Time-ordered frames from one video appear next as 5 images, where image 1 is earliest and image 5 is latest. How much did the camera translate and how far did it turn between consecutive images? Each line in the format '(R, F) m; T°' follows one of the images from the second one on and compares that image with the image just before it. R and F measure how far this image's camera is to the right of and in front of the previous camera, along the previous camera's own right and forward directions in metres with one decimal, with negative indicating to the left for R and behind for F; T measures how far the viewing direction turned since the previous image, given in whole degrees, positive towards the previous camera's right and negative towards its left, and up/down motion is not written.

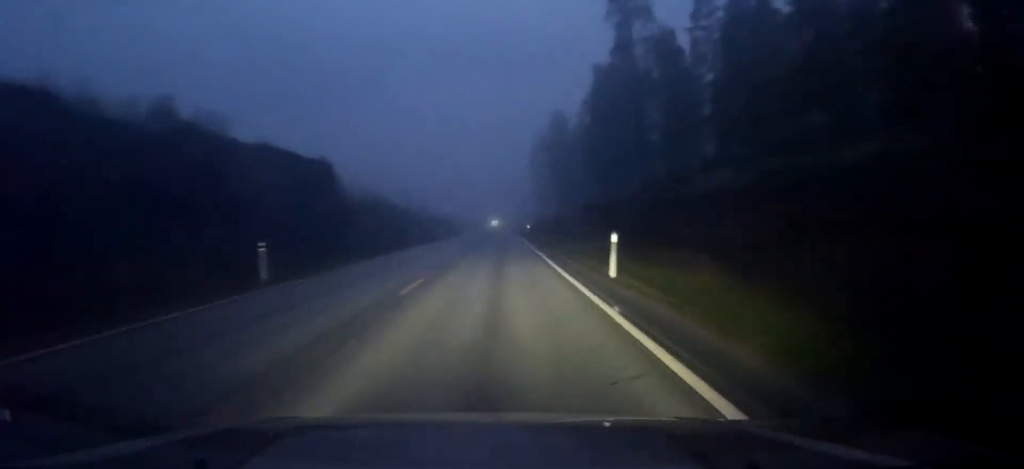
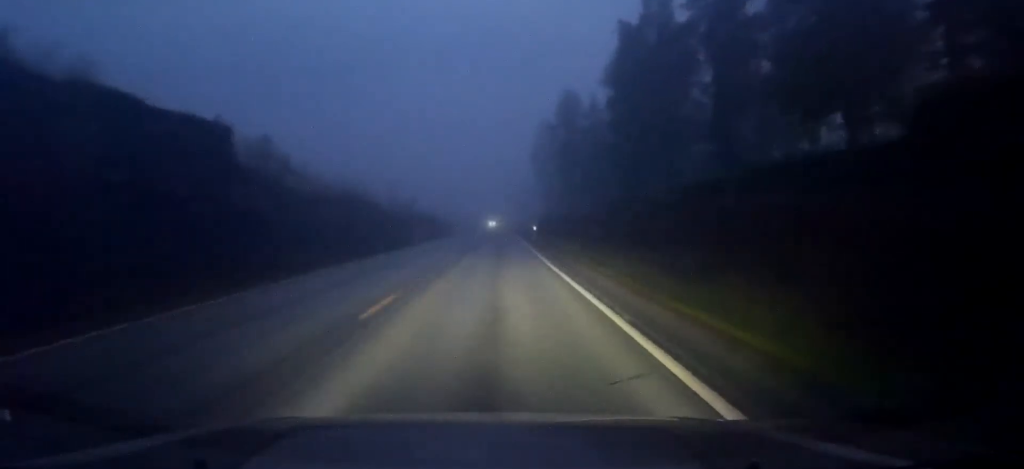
(0.0, +15.7) m; 0°
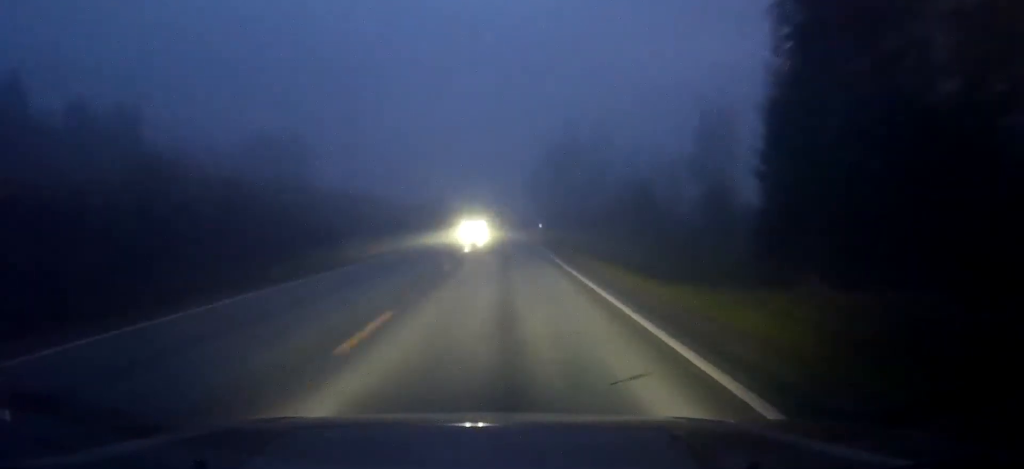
(-1.7, +108.8) m; -2°
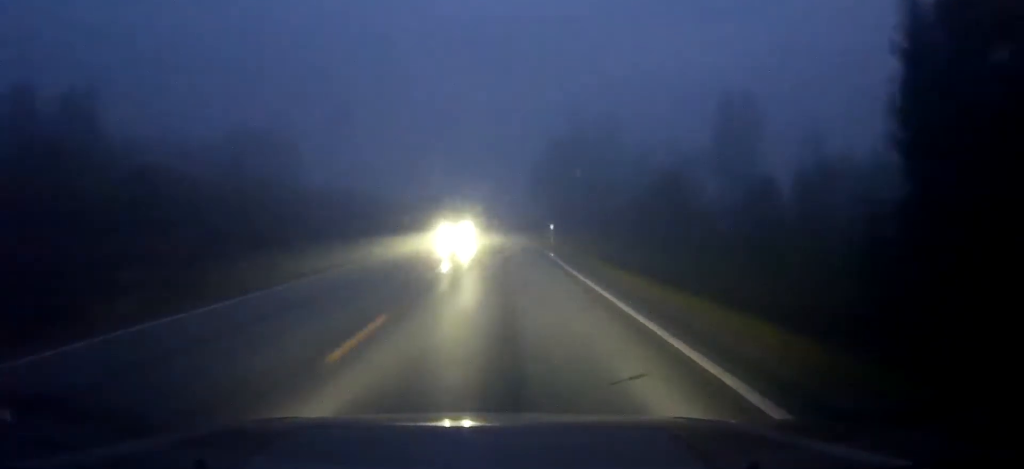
(0.0, +13.1) m; 0°
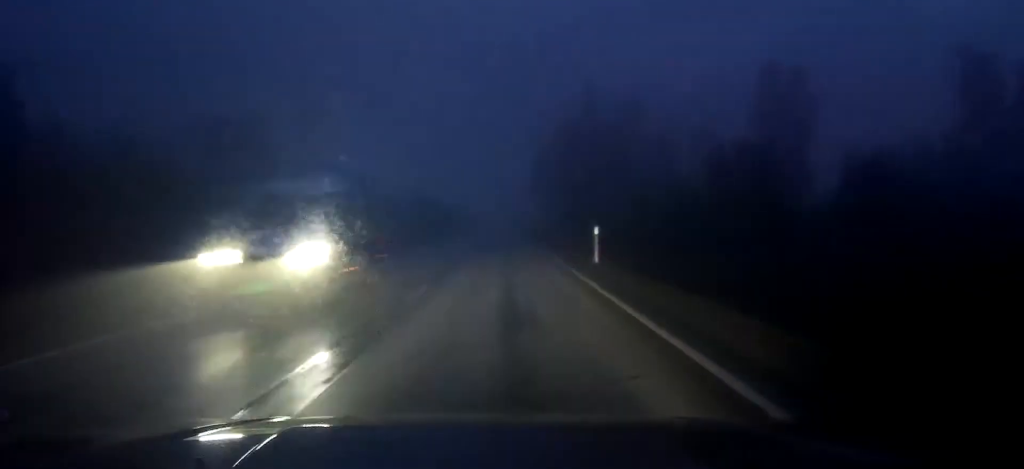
(0.0, +18.7) m; 0°
